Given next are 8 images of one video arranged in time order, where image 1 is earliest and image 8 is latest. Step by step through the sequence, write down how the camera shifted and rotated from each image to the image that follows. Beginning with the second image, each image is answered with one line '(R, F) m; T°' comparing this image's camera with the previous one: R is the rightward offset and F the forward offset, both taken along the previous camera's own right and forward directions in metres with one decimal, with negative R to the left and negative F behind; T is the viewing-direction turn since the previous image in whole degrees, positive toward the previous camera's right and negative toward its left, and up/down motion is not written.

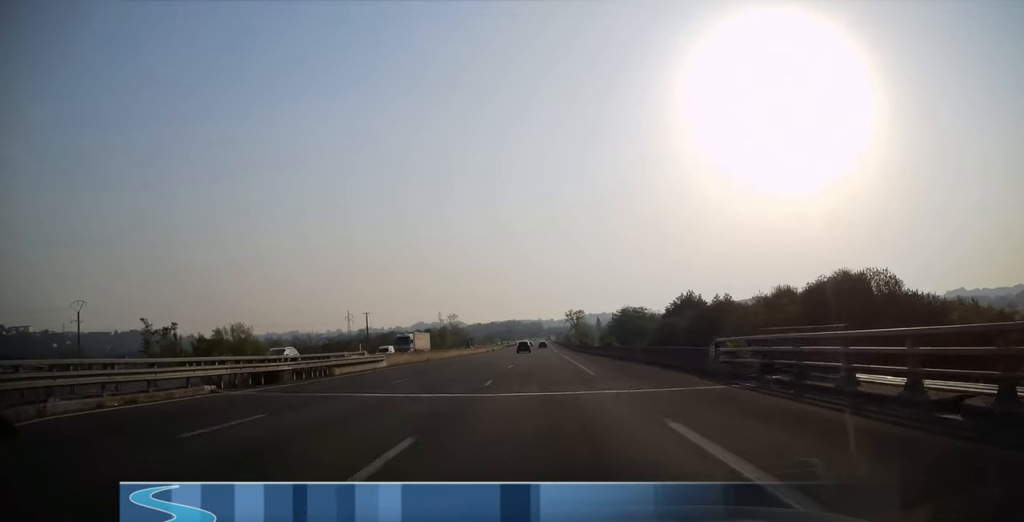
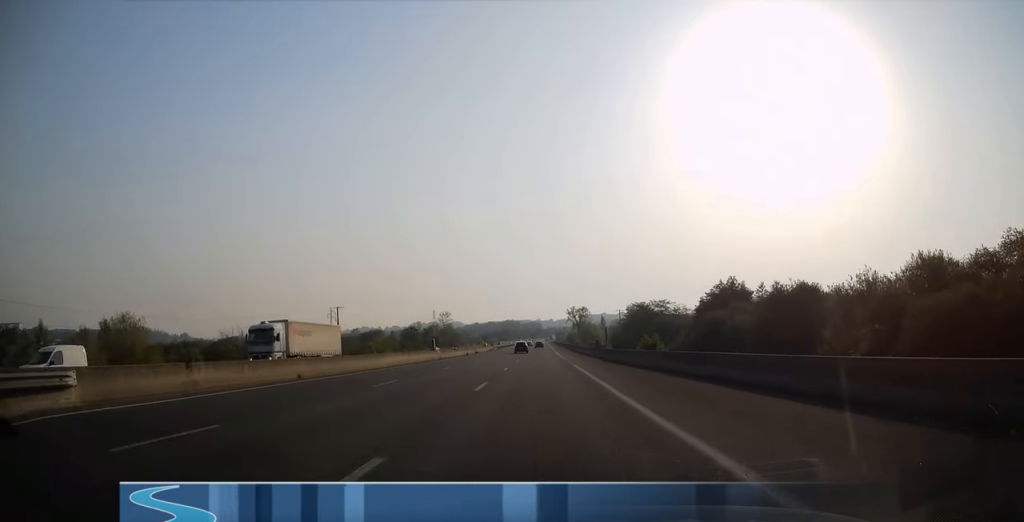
(0.0, +27.6) m; 0°
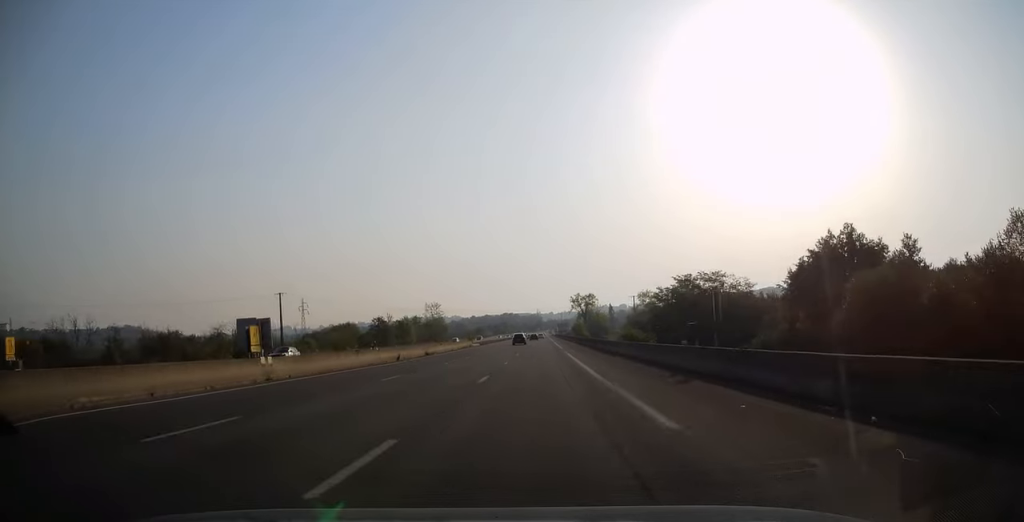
(0.0, +38.1) m; 0°
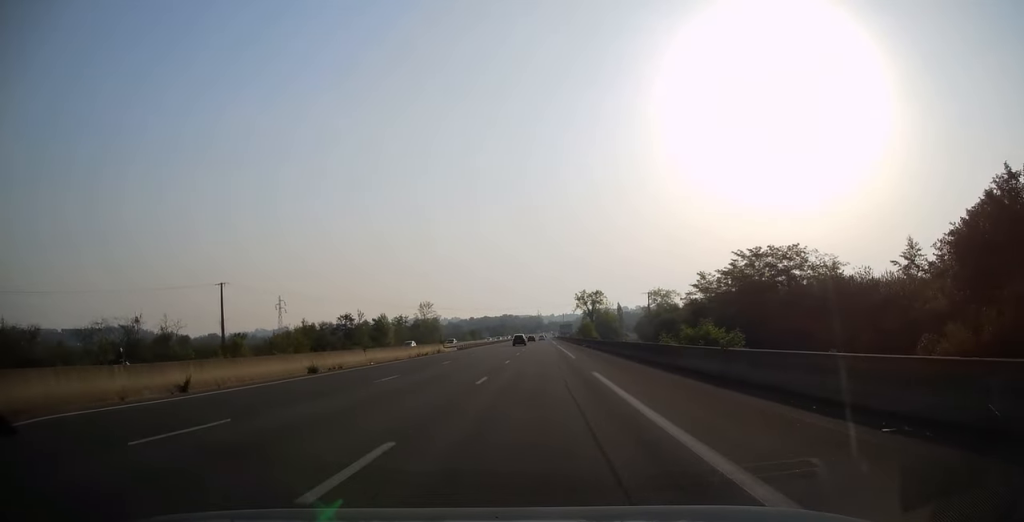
(+0.2, +26.3) m; 0°
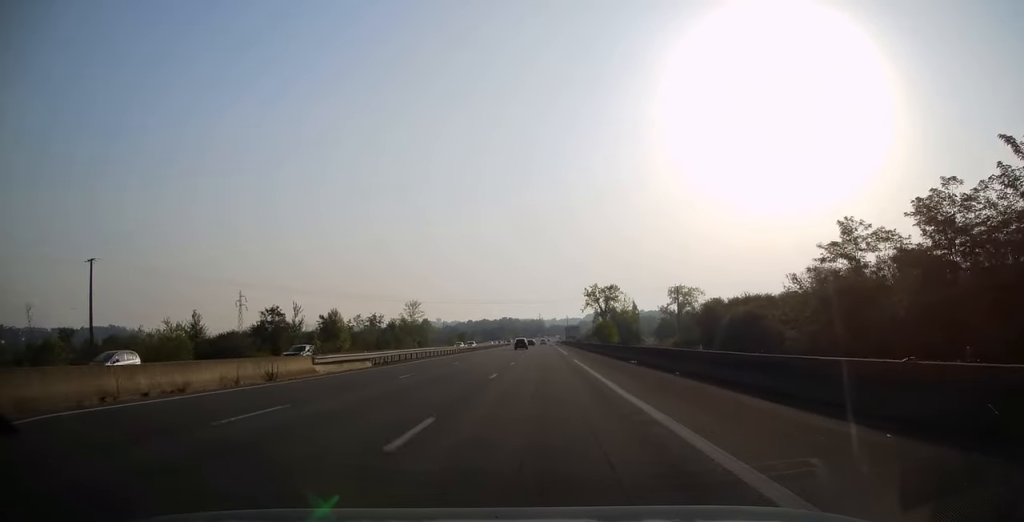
(-0.3, +36.8) m; 0°
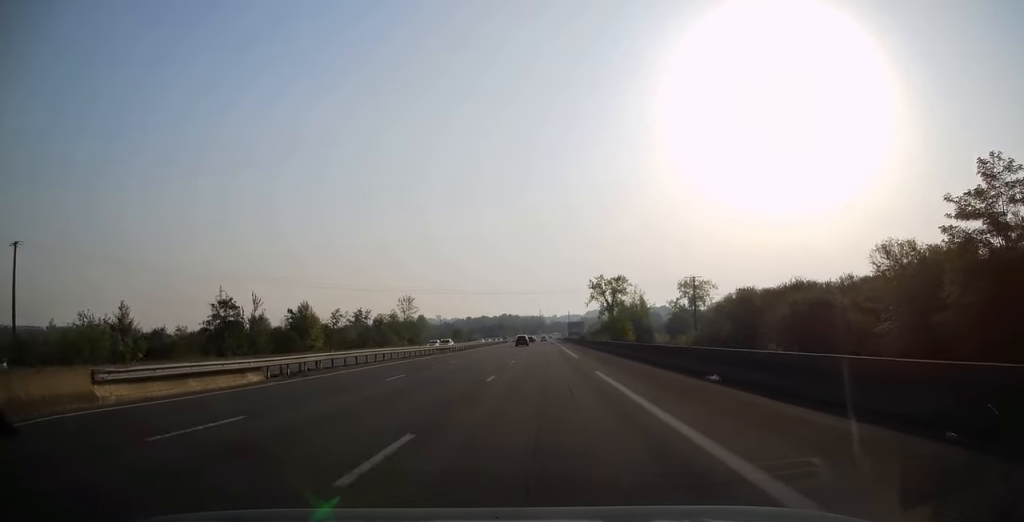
(-0.1, +14.9) m; 0°
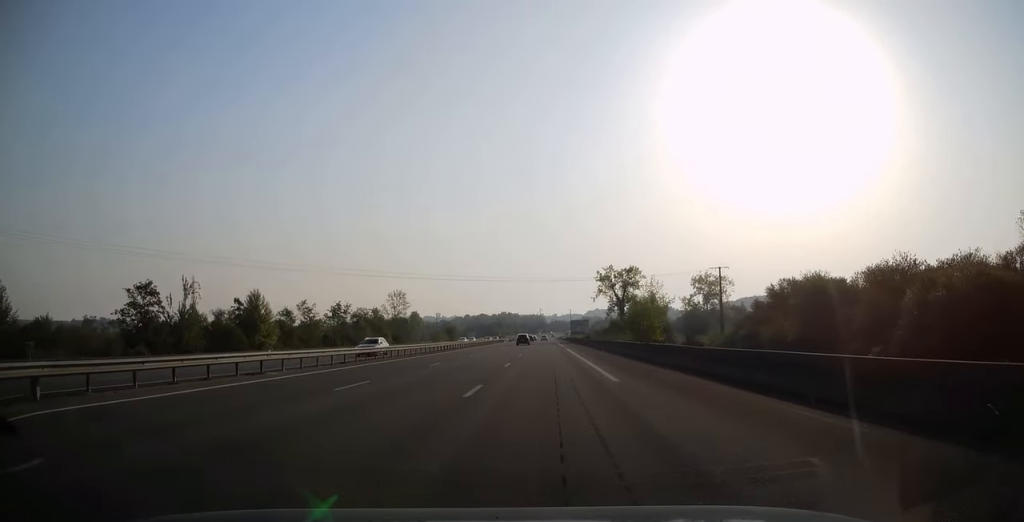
(+0.2, +18.3) m; 0°
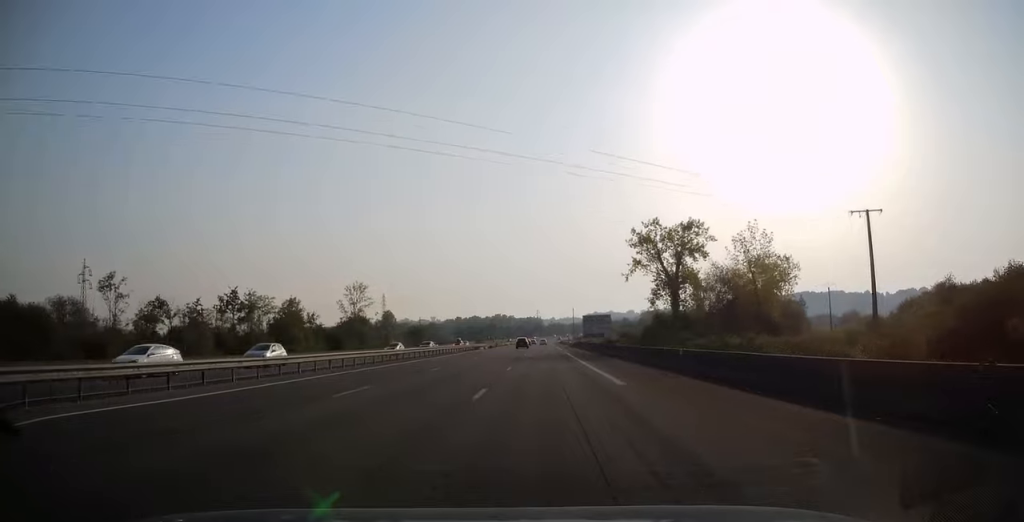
(+0.1, +52.3) m; 0°
